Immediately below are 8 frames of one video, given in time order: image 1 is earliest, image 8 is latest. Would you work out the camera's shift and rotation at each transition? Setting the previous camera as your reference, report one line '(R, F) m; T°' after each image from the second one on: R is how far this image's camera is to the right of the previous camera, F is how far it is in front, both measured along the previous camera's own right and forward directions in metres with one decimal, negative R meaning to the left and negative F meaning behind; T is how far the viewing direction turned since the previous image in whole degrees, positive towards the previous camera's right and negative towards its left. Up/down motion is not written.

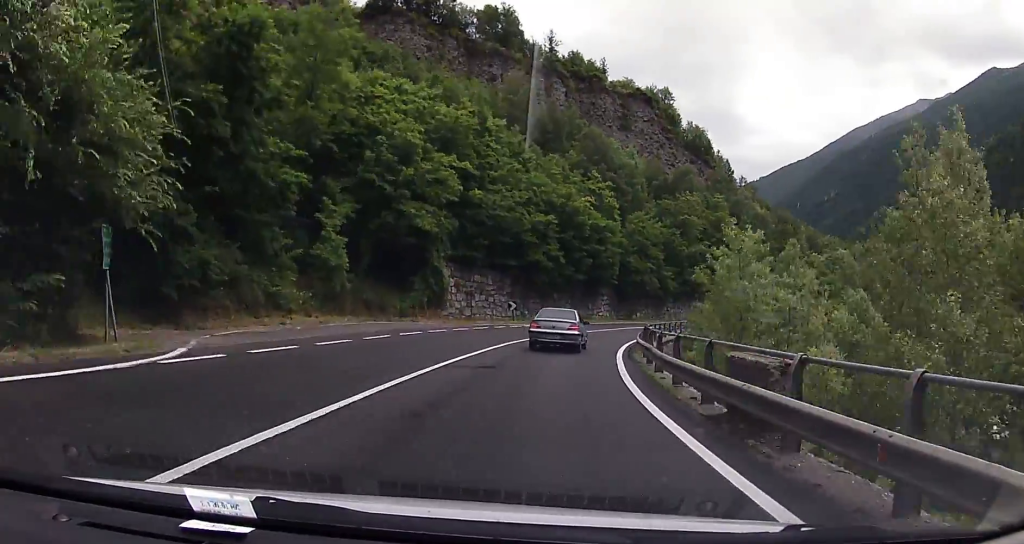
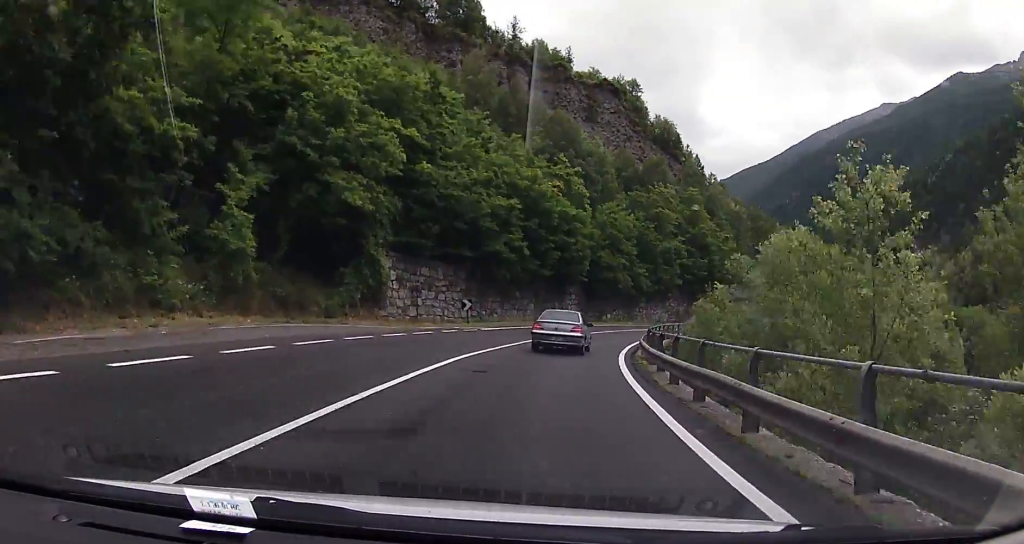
(-0.2, +8.4) m; +4°
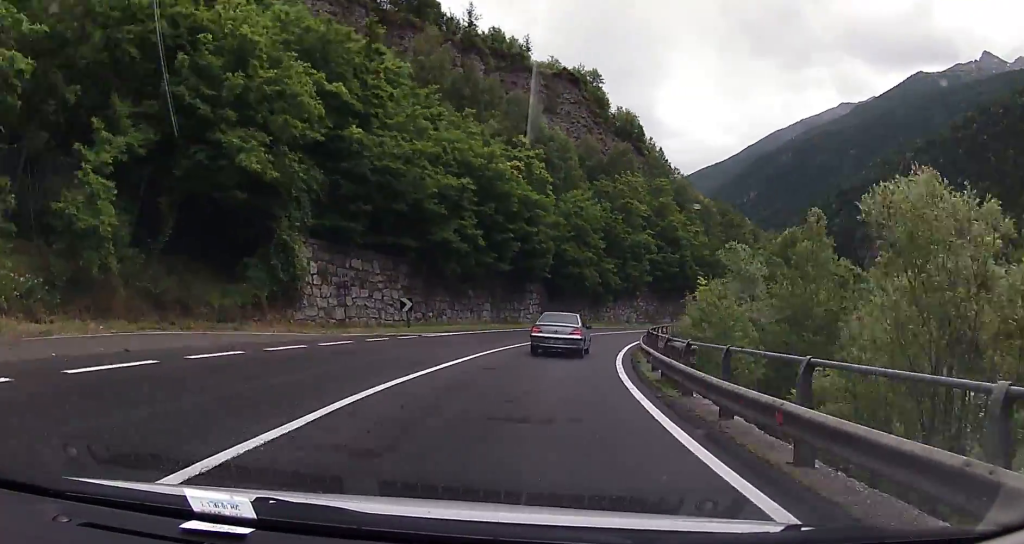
(+0.7, +7.8) m; +4°
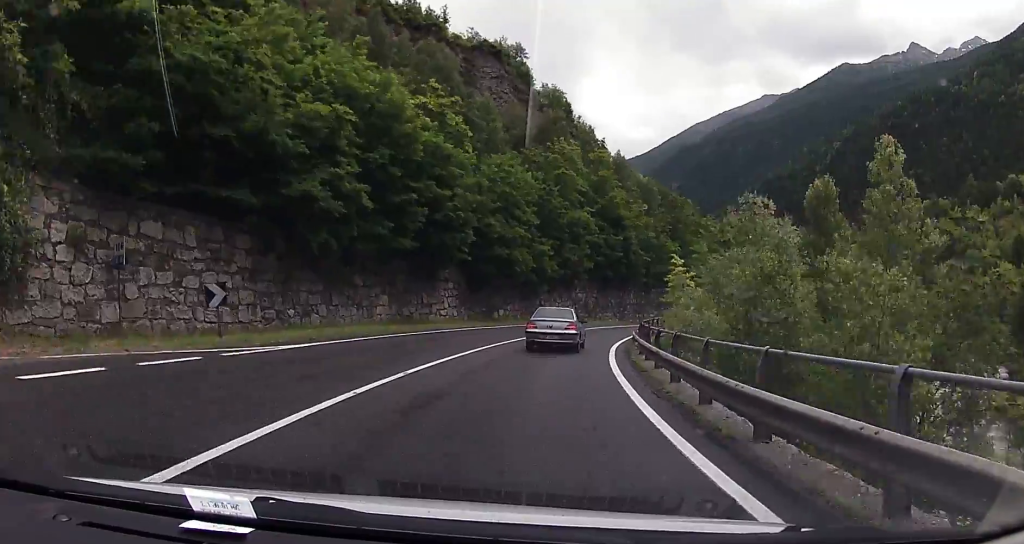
(+0.9, +14.2) m; +6°
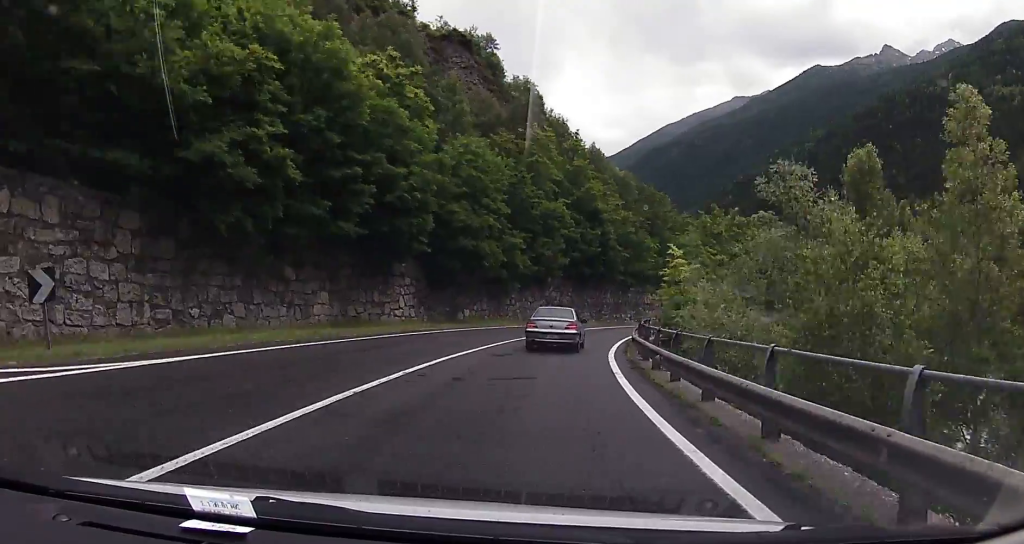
(-0.1, +6.3) m; +2°
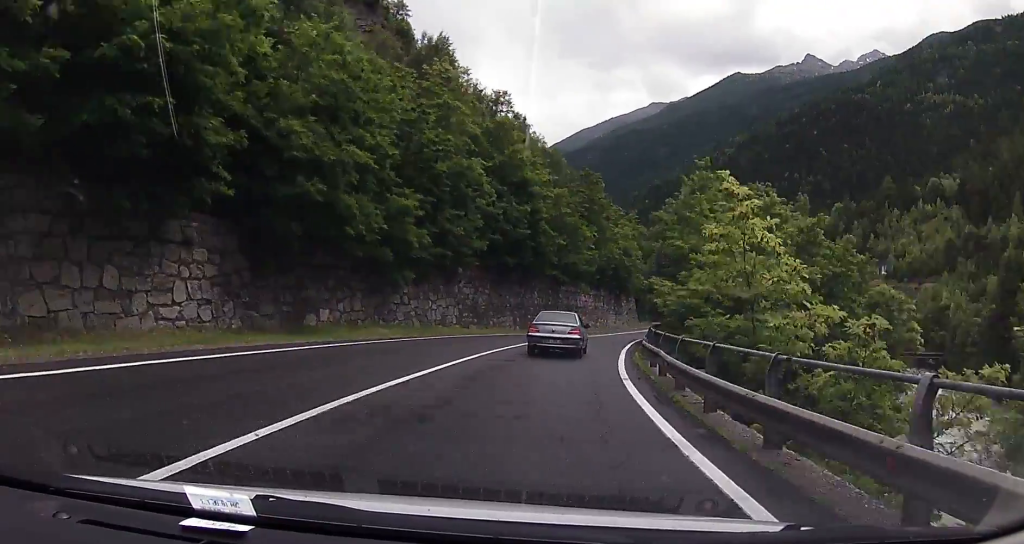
(+1.3, +18.5) m; +10°
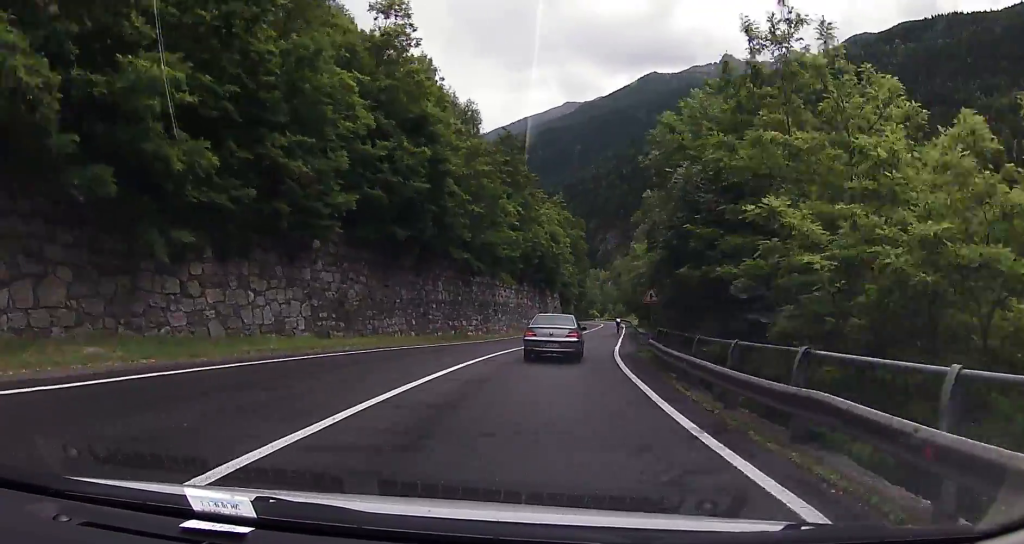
(+1.5, +18.5) m; +7°
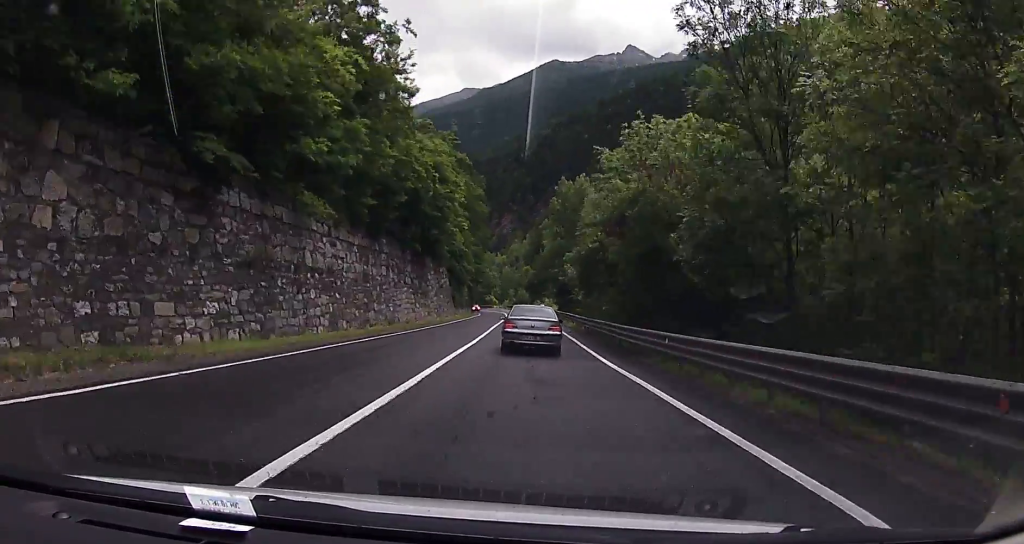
(+1.9, +34.2) m; +6°
